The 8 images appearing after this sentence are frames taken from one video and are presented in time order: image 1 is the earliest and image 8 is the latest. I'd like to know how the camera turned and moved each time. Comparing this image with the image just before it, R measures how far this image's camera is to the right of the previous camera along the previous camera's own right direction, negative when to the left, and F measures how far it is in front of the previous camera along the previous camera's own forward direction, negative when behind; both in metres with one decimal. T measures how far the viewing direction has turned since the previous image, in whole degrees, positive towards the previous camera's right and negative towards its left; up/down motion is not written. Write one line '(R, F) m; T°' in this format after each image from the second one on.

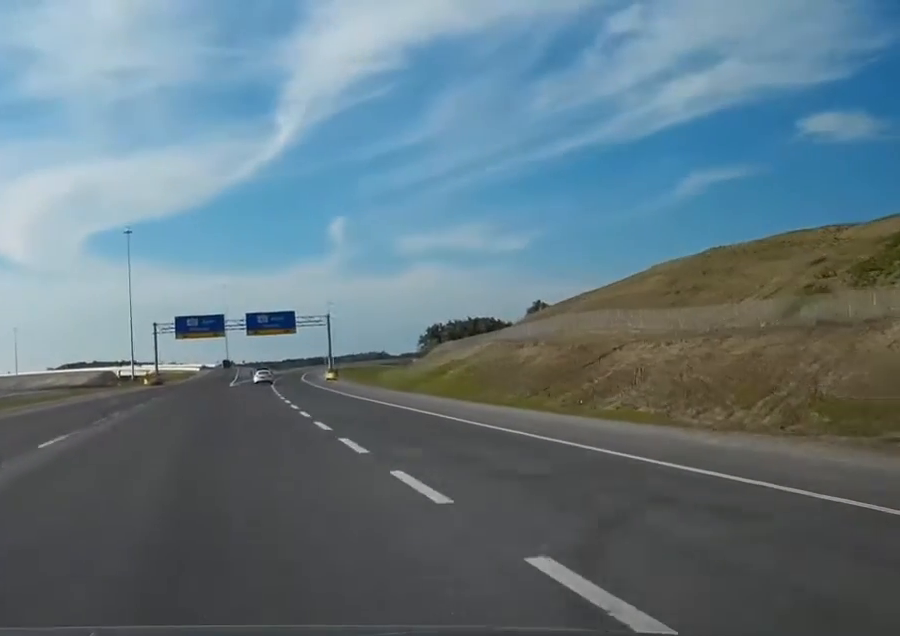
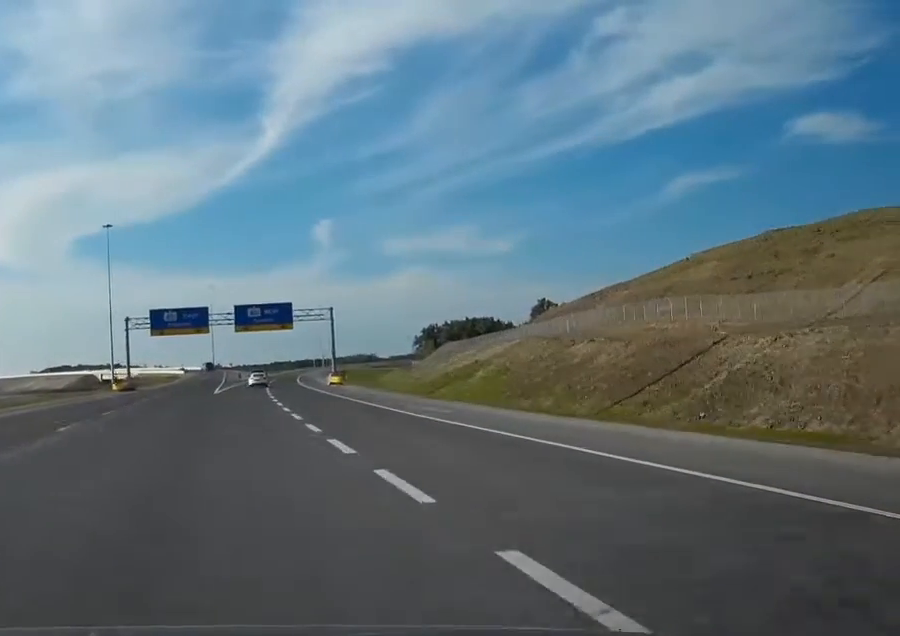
(+0.1, +18.0) m; +1°
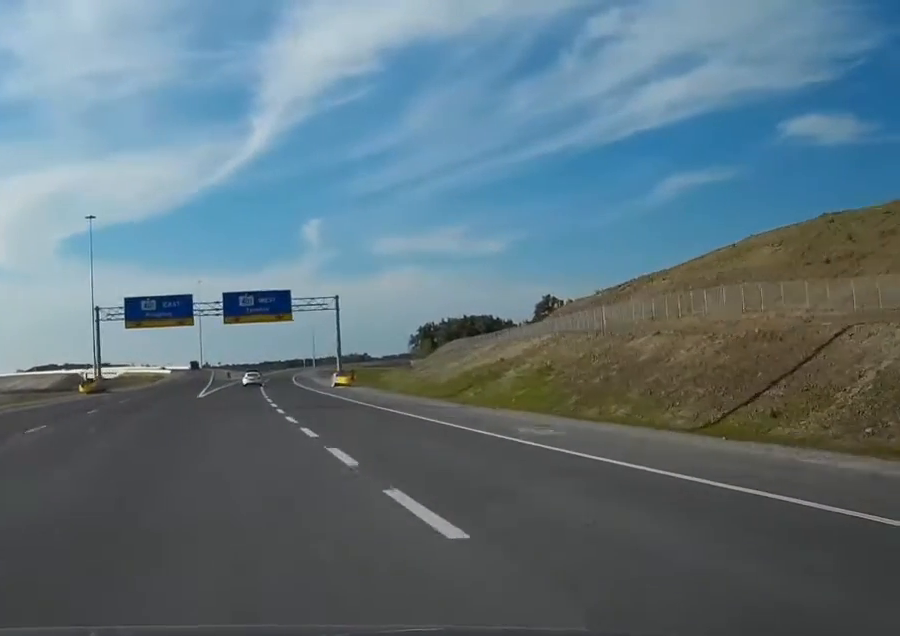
(+0.3, +14.1) m; +1°
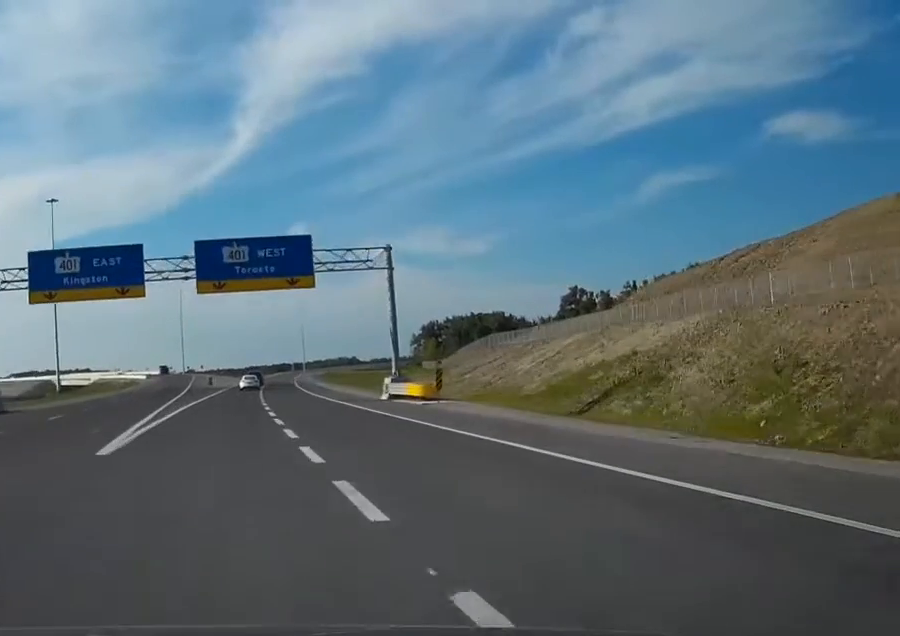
(+0.3, +34.6) m; +1°
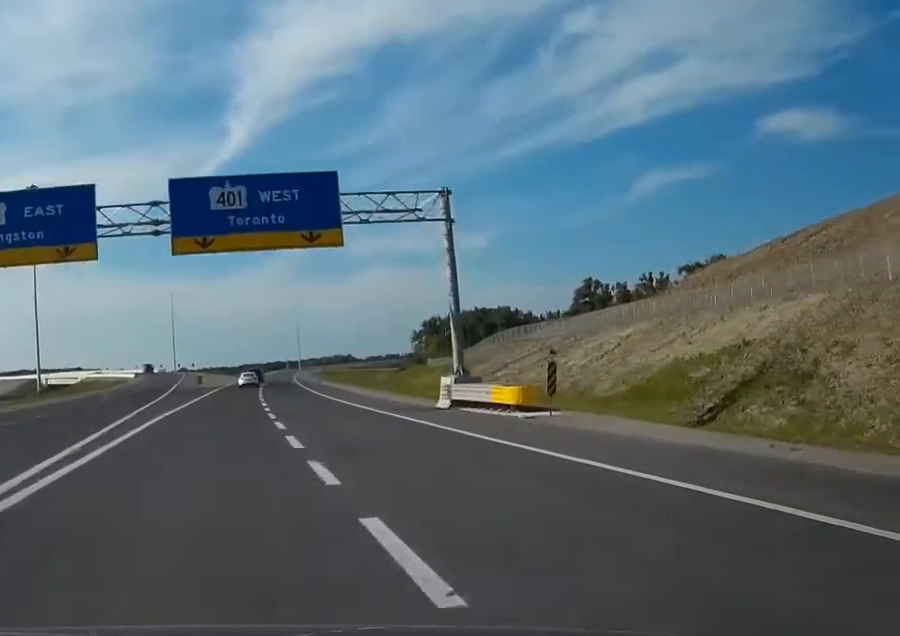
(0.0, +14.9) m; 0°
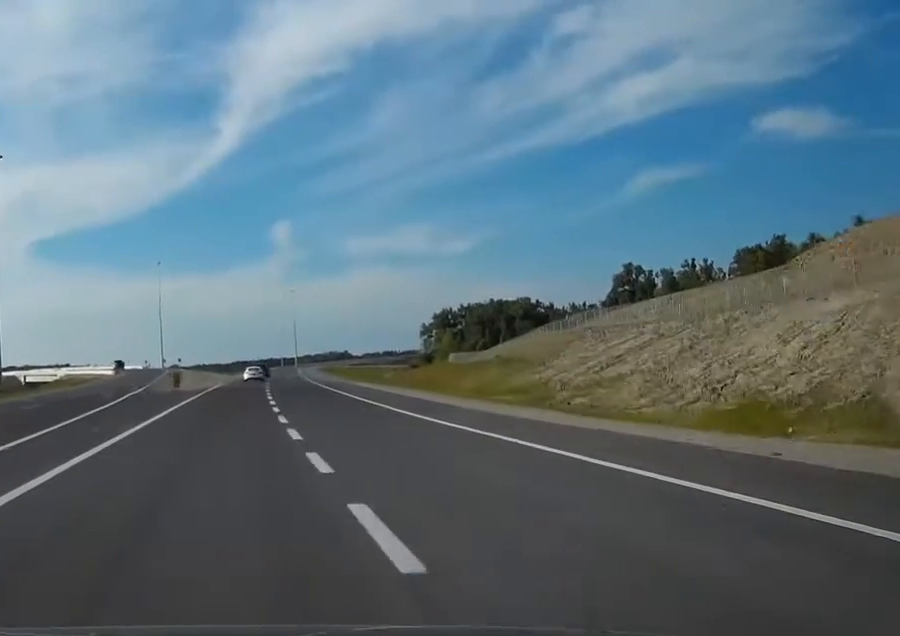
(+0.2, +29.0) m; +1°
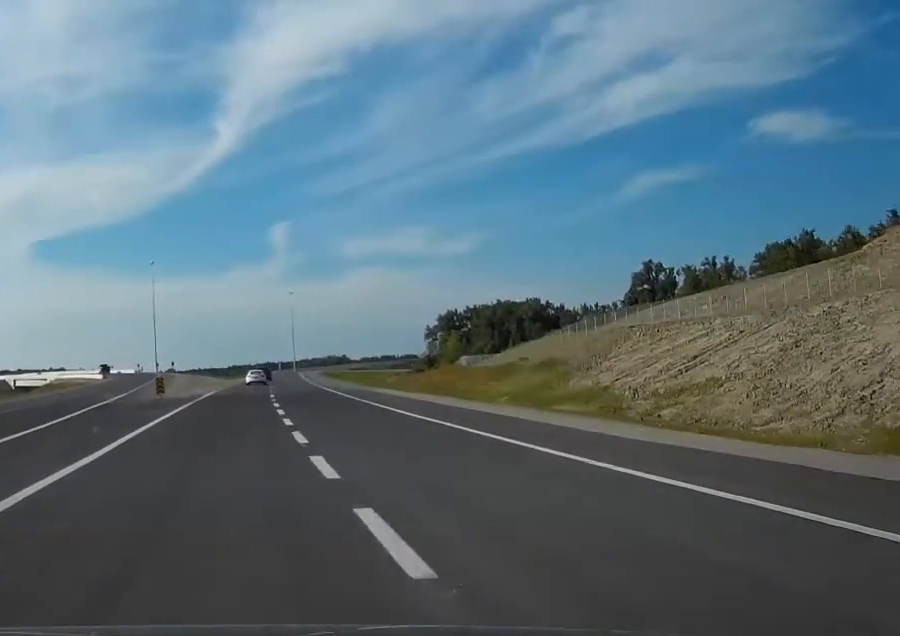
(0.0, +12.2) m; 0°
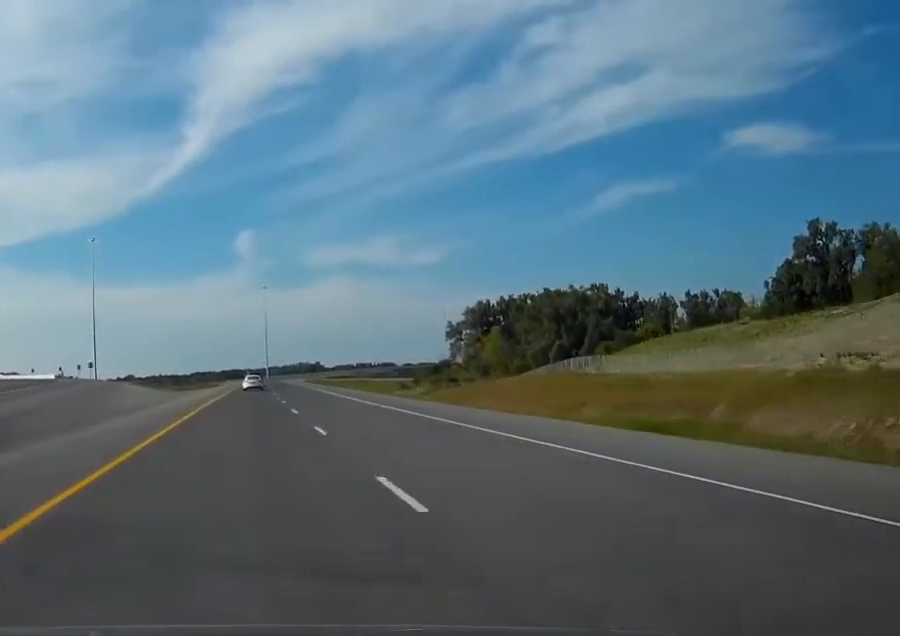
(+1.2, +73.4) m; +2°
